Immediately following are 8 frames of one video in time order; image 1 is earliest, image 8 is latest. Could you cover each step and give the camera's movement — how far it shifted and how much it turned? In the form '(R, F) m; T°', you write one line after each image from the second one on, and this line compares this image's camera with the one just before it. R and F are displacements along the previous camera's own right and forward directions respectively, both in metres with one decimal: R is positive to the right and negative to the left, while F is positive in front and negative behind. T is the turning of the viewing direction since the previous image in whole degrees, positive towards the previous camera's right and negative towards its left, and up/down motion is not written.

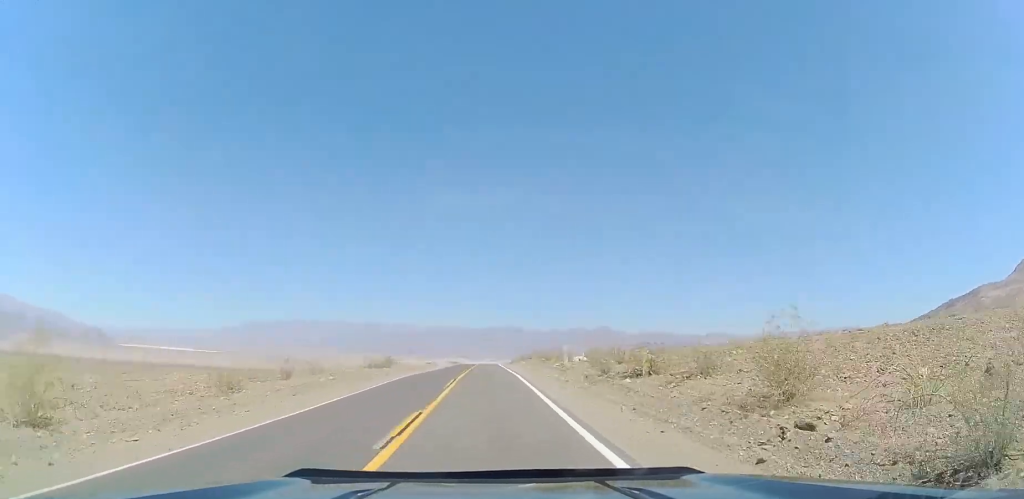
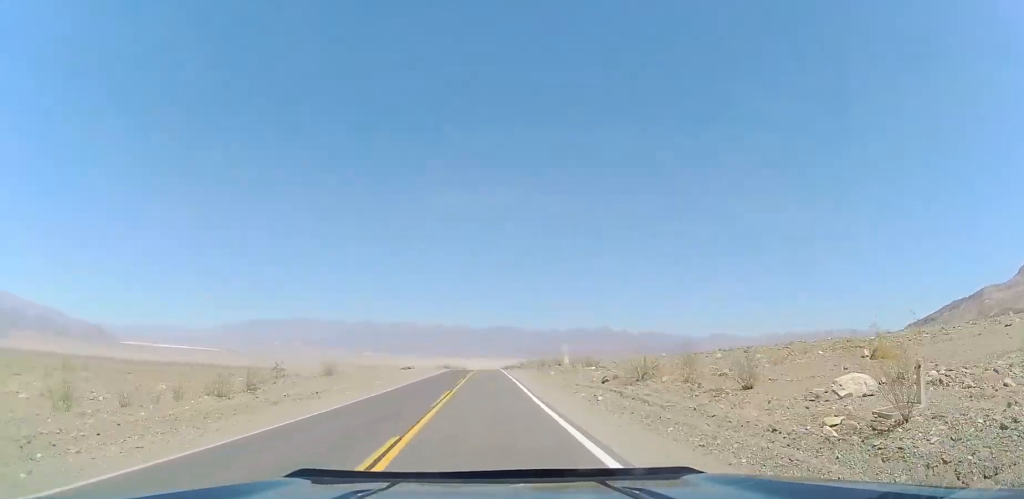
(+0.1, +33.6) m; +1°
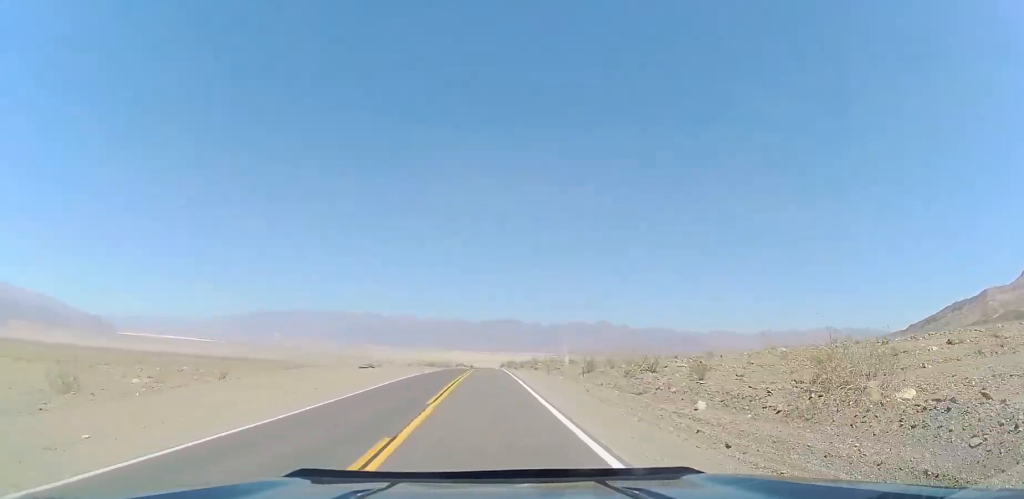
(+0.2, +30.1) m; +1°
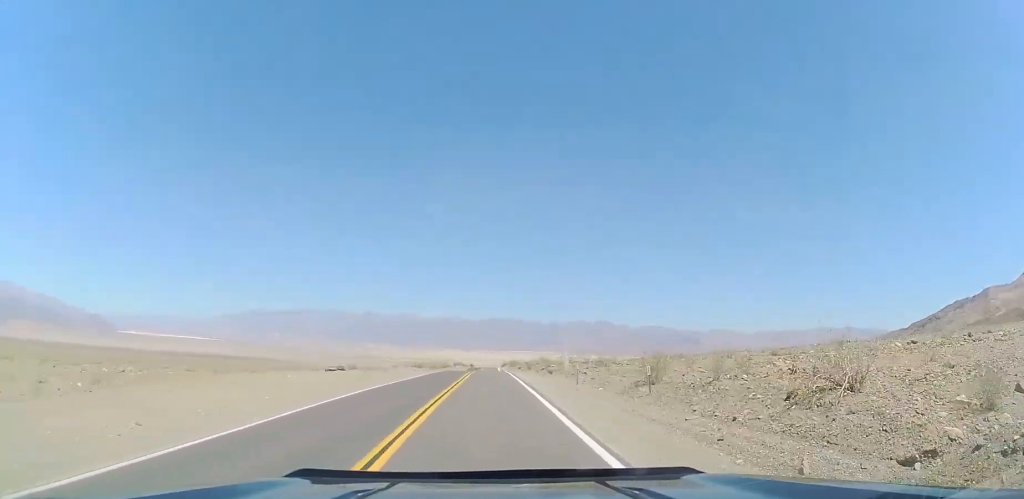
(+0.1, +13.6) m; 0°
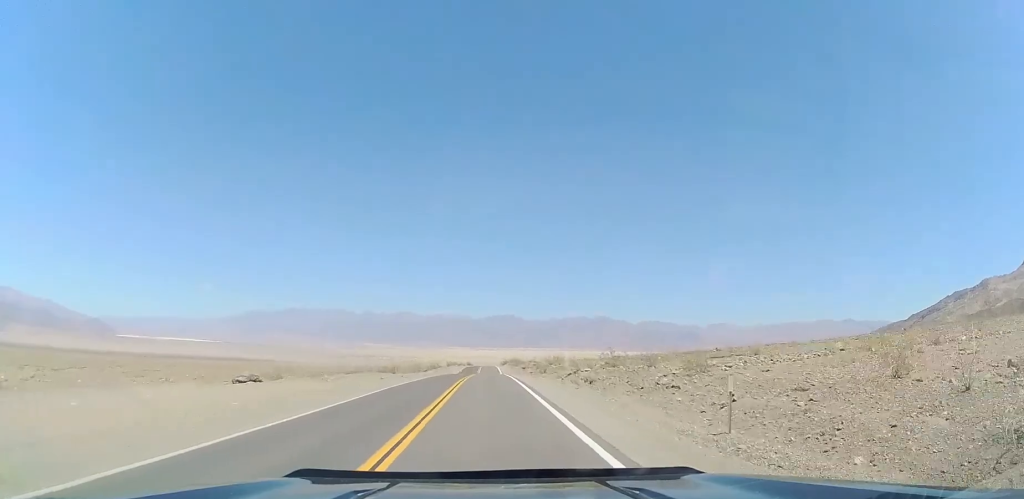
(0.0, +19.1) m; 0°
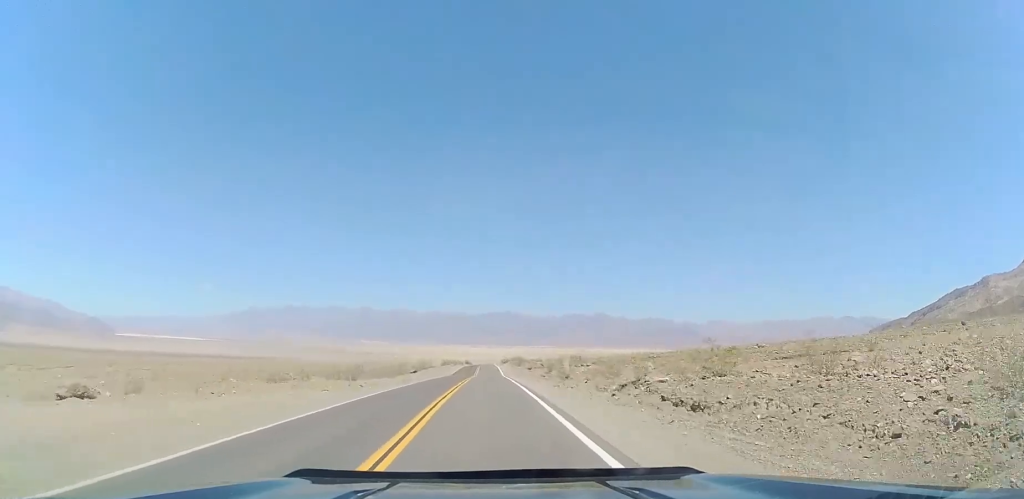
(0.0, +15.4) m; 0°
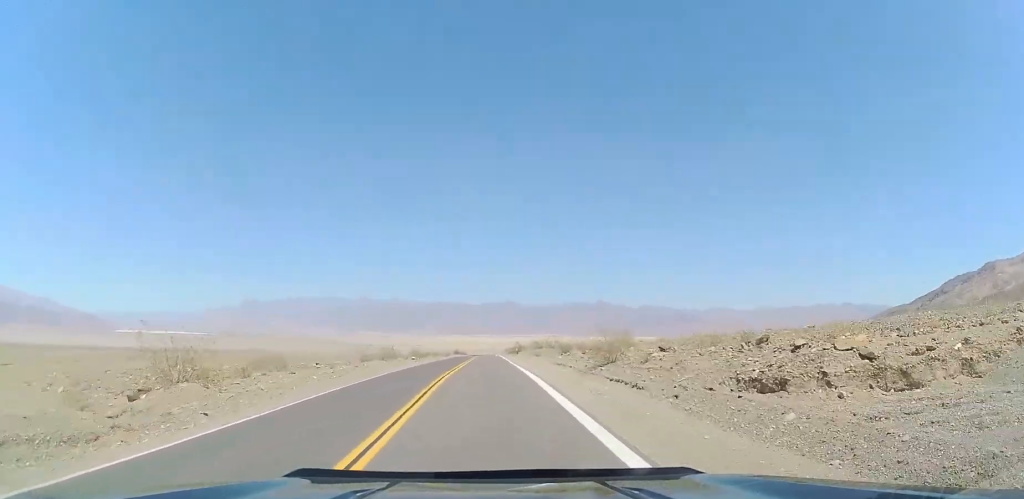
(0.0, +70.0) m; 0°
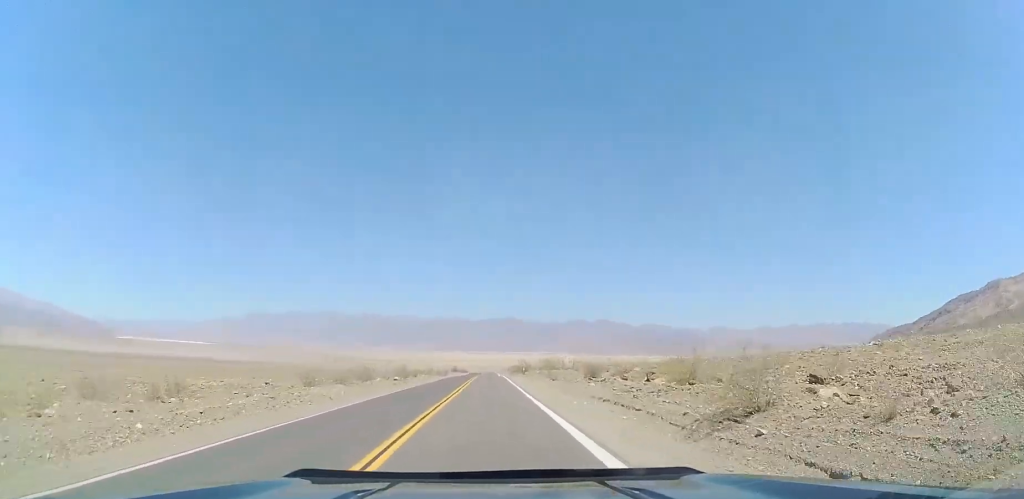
(0.0, +13.5) m; 0°
